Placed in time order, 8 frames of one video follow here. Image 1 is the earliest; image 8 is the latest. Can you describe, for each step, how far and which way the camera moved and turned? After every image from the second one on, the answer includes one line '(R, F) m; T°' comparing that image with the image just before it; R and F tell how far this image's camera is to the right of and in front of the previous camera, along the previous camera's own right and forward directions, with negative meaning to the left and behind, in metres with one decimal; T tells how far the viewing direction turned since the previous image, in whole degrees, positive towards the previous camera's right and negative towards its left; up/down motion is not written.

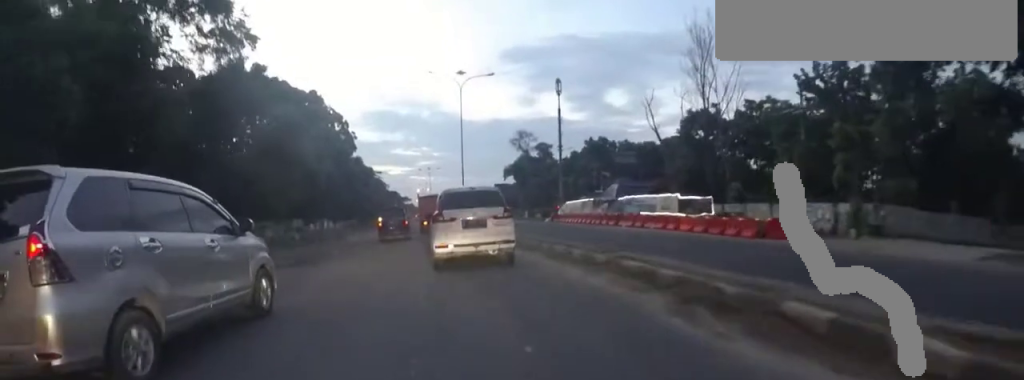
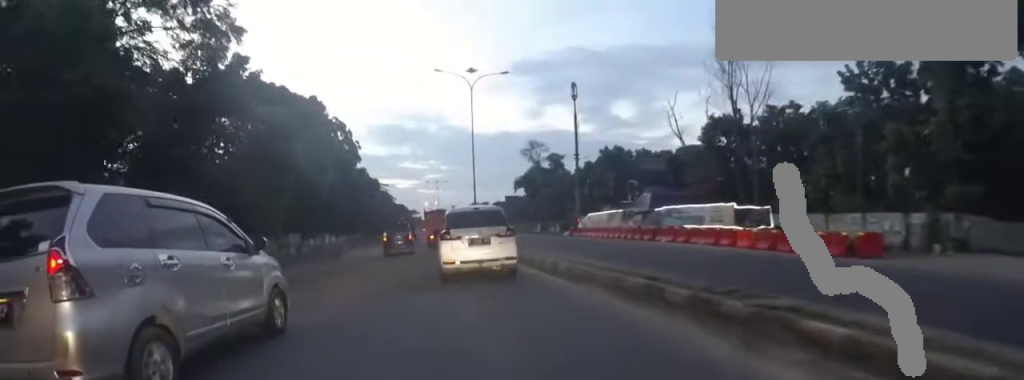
(+0.4, +4.3) m; +2°
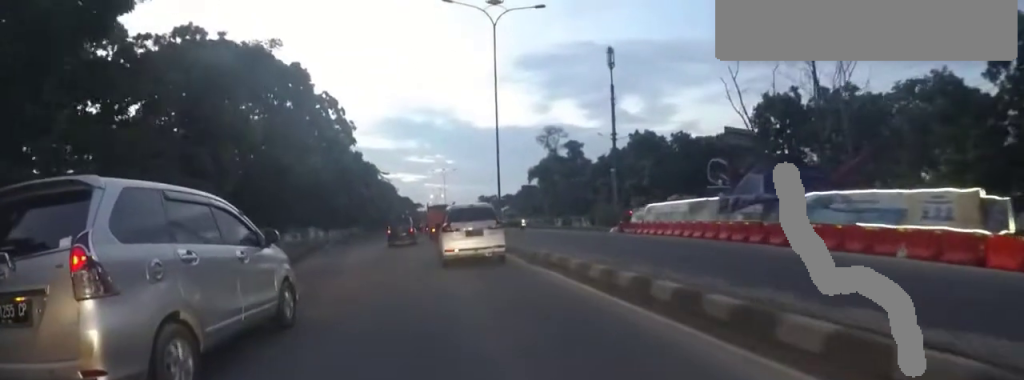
(-0.1, +10.5) m; +7°
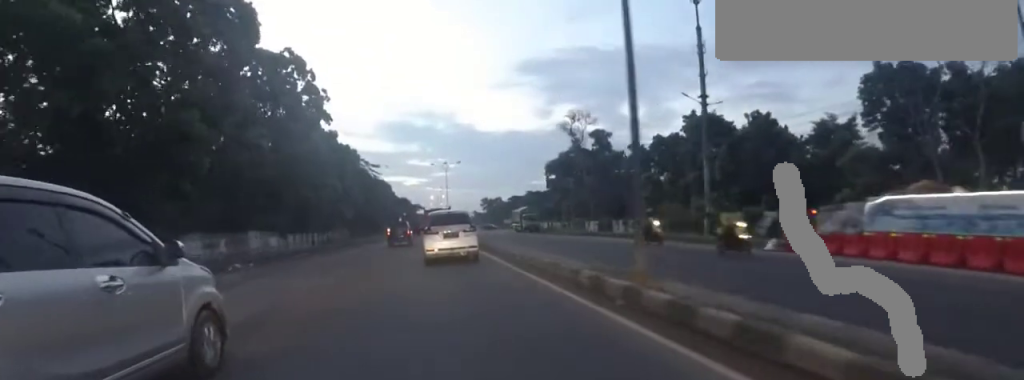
(+2.1, +15.5) m; +8°
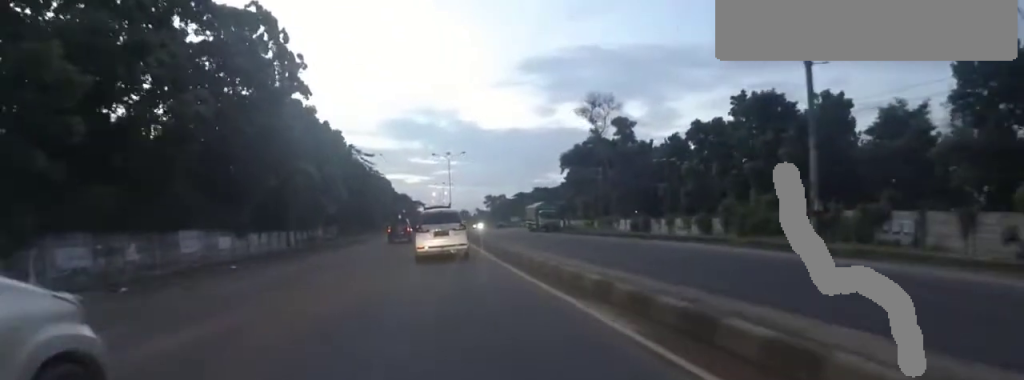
(0.0, +8.7) m; 0°
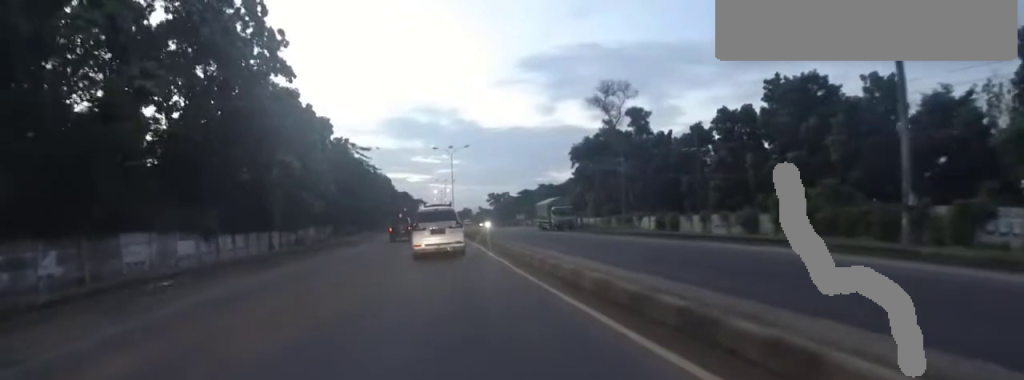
(0.0, +4.7) m; -1°
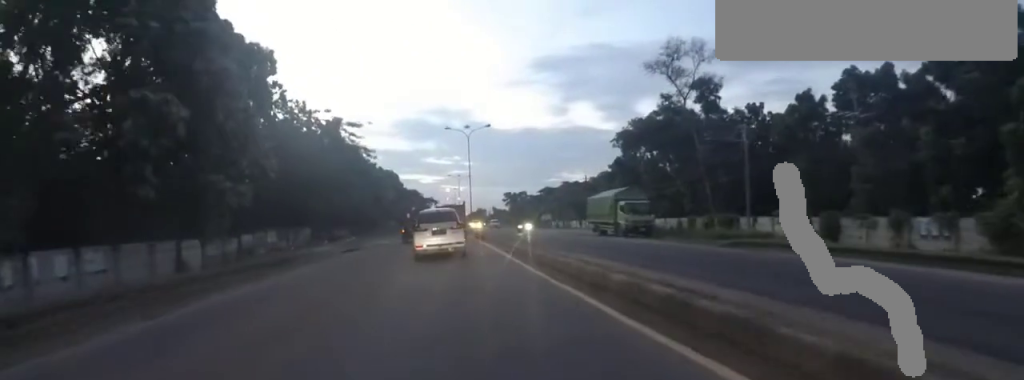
(-0.9, +15.2) m; -2°
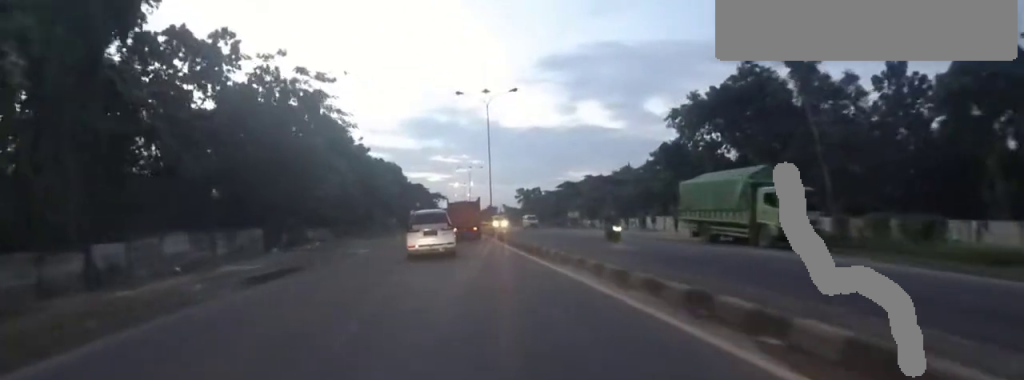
(+1.5, +14.5) m; +3°
